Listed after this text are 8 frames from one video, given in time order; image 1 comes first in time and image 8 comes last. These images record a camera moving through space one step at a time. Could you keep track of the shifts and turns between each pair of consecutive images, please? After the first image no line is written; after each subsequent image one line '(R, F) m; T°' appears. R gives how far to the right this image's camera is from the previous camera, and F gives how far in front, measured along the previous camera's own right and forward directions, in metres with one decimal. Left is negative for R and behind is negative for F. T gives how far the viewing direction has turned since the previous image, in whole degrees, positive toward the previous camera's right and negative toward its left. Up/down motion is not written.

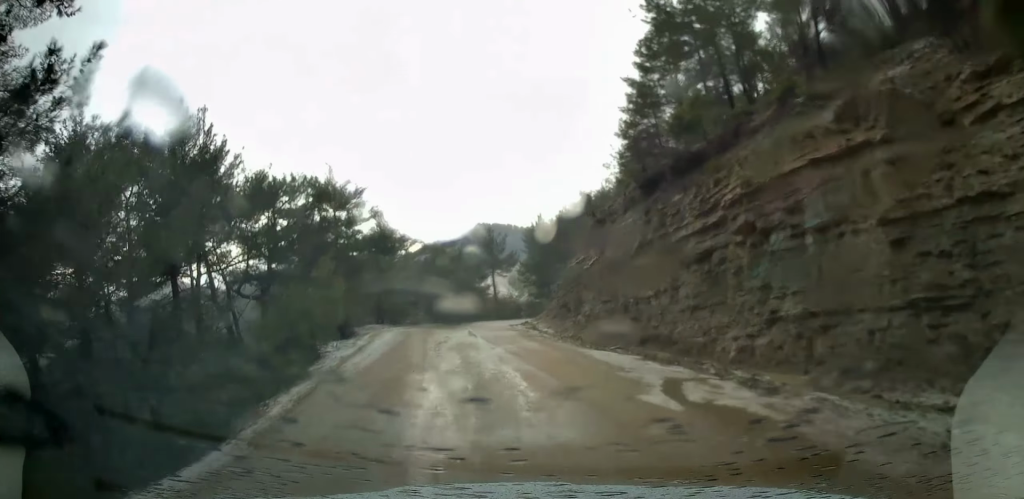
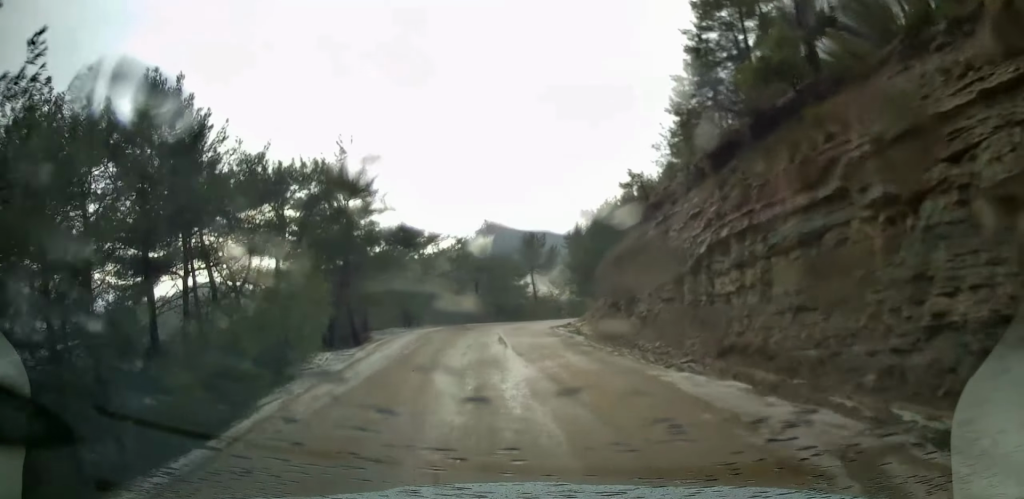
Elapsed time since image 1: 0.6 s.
(-0.1, +4.3) m; -3°
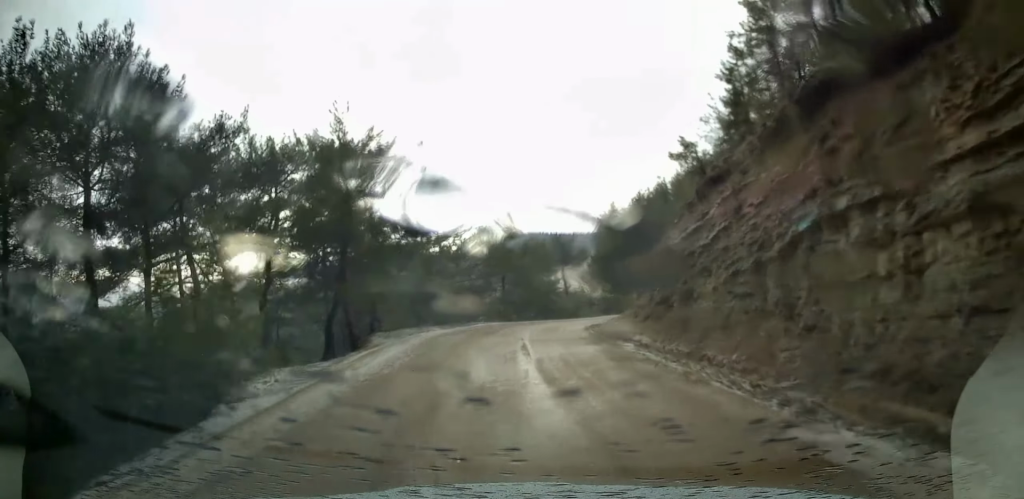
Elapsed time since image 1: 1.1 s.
(-0.1, +4.5) m; -2°
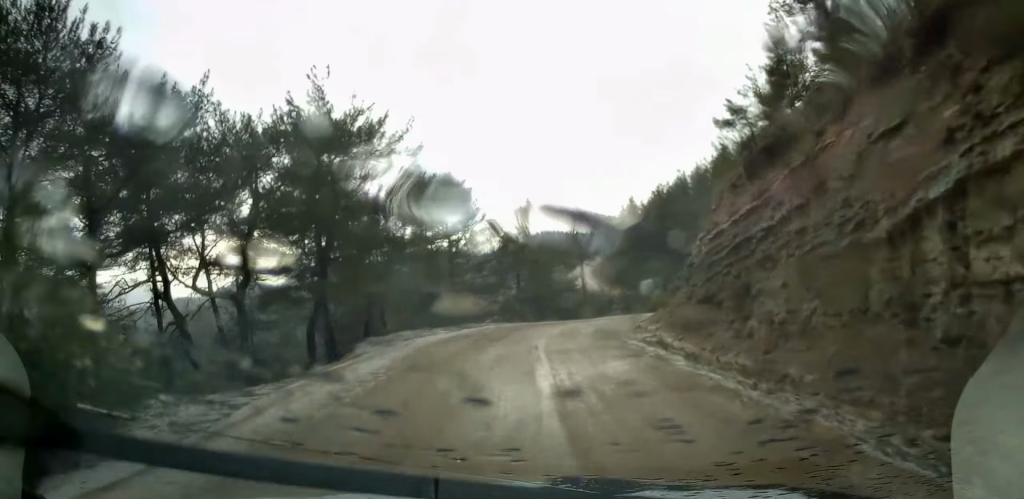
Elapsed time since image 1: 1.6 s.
(-0.1, +3.9) m; -1°
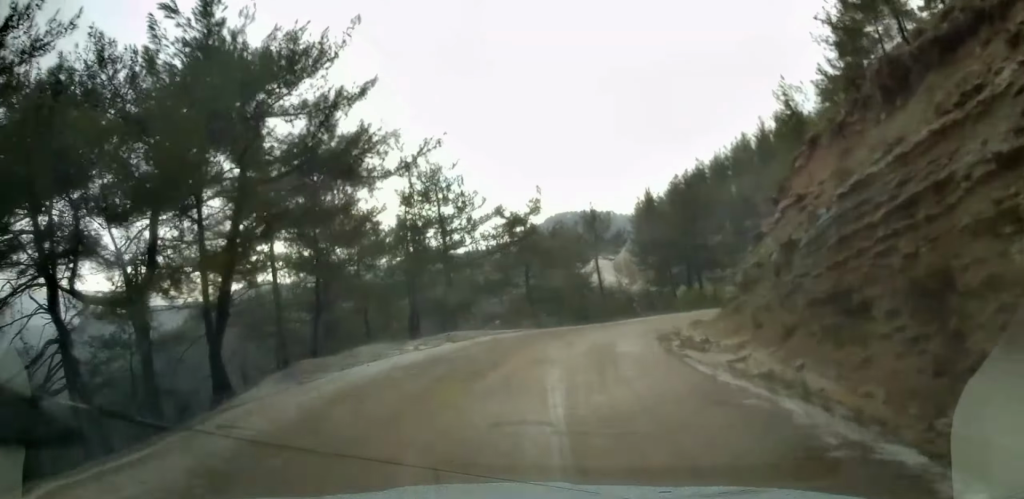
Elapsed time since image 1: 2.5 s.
(-0.1, +7.9) m; +1°
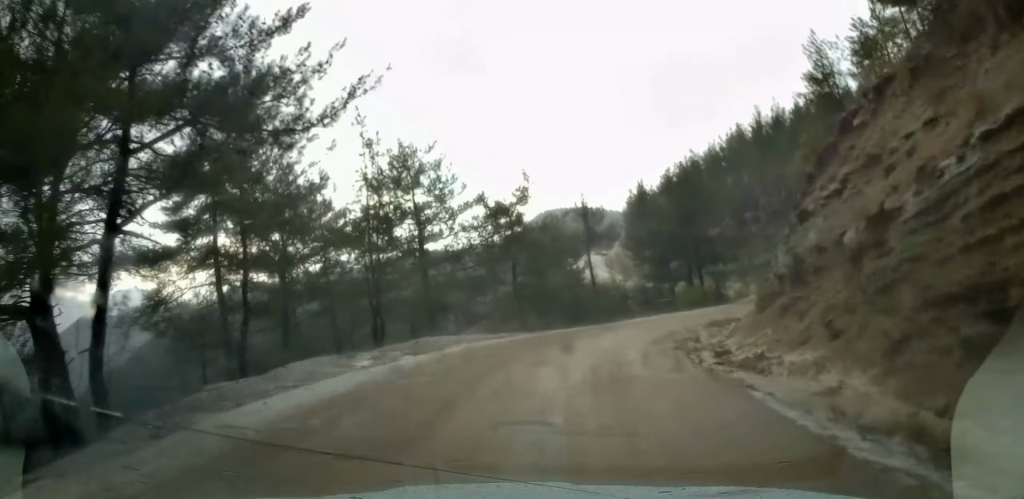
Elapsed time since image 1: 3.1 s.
(+0.1, +4.7) m; +2°
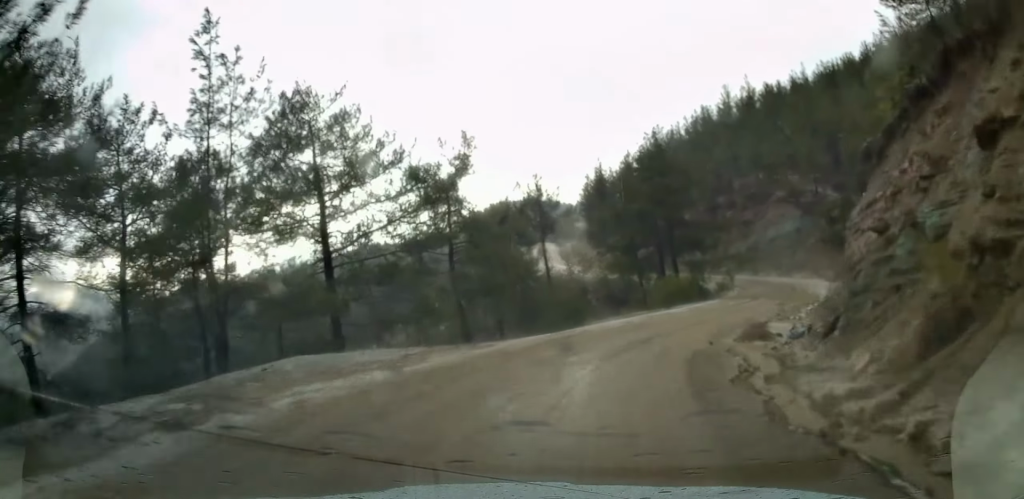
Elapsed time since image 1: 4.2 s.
(+0.3, +9.5) m; +4°
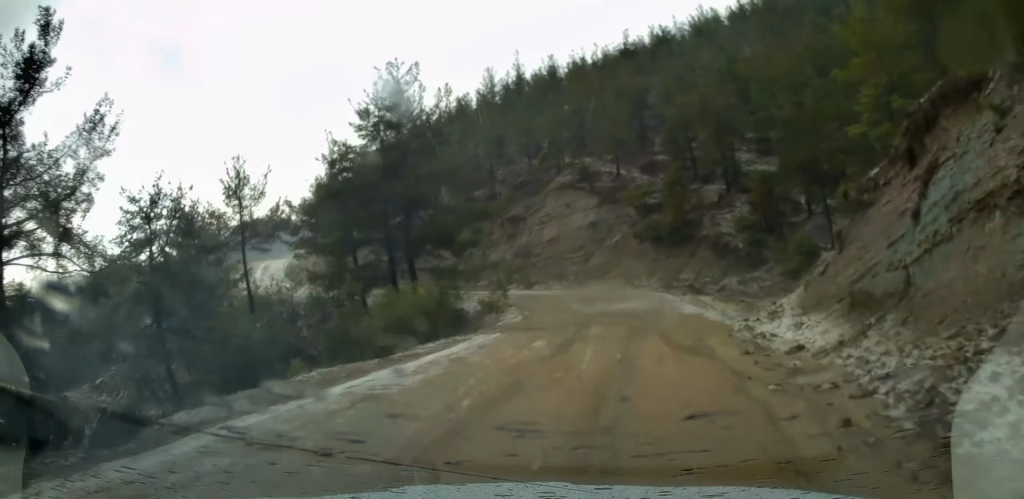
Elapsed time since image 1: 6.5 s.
(+2.6, +19.3) m; +21°
